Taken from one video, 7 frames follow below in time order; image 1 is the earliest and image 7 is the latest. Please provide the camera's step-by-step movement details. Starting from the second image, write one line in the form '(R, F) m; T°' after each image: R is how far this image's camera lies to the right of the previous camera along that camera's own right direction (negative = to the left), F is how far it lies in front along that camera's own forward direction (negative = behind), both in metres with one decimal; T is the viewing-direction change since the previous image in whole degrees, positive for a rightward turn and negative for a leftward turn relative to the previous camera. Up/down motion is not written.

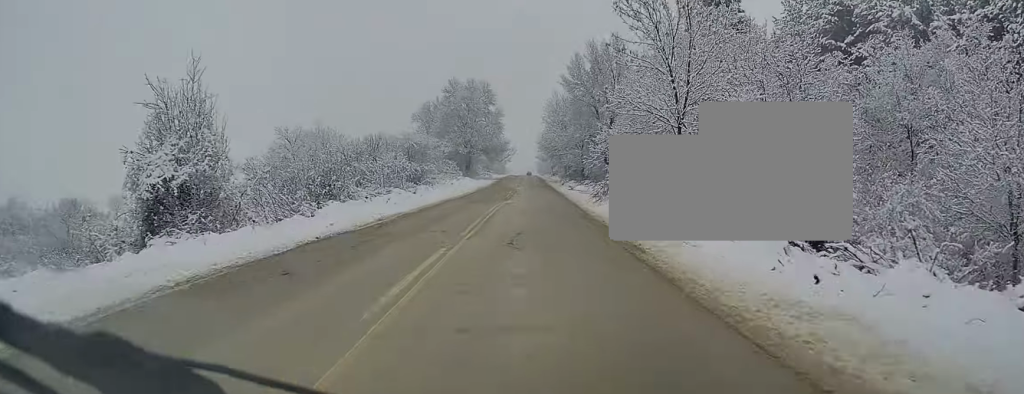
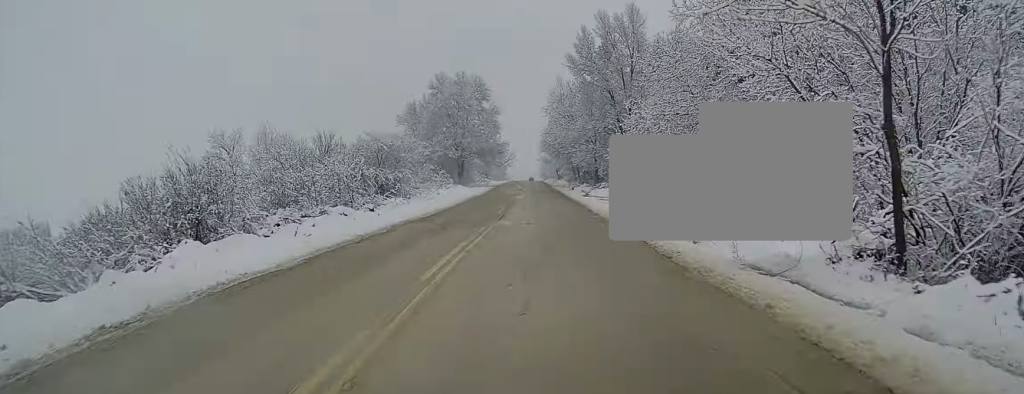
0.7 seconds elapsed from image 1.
(+0.1, +14.9) m; 0°
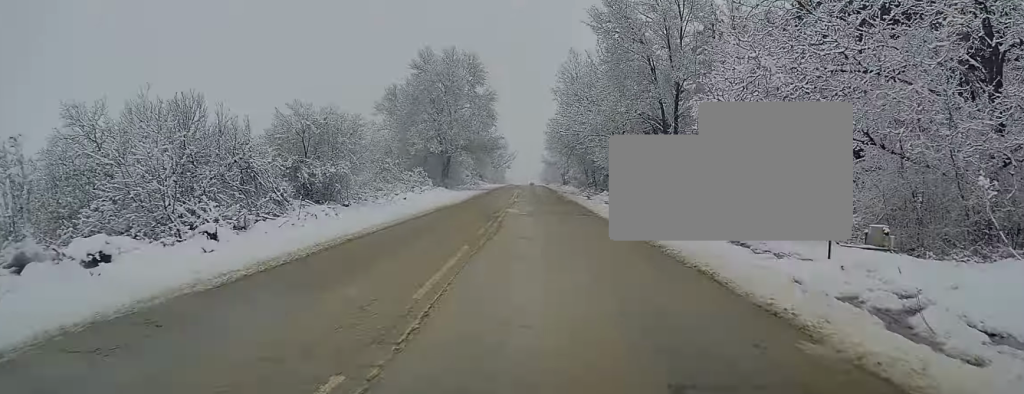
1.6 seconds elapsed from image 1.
(-0.2, +19.2) m; -1°
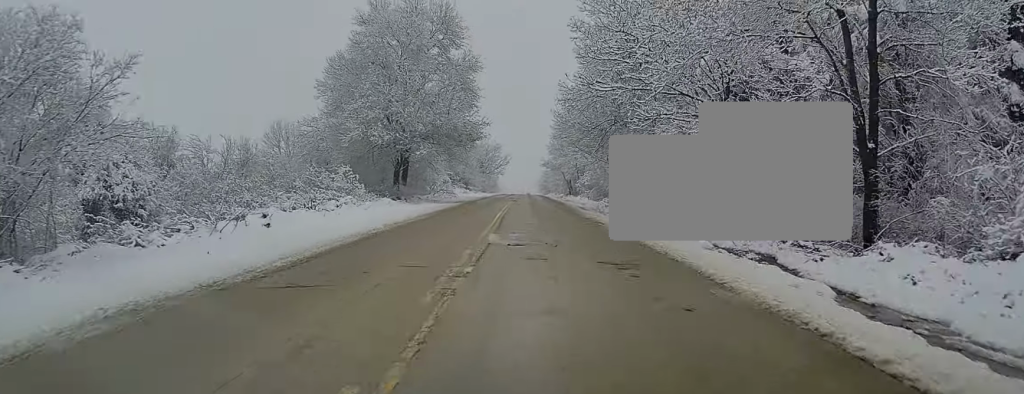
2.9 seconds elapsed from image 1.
(-0.1, +26.9) m; 0°
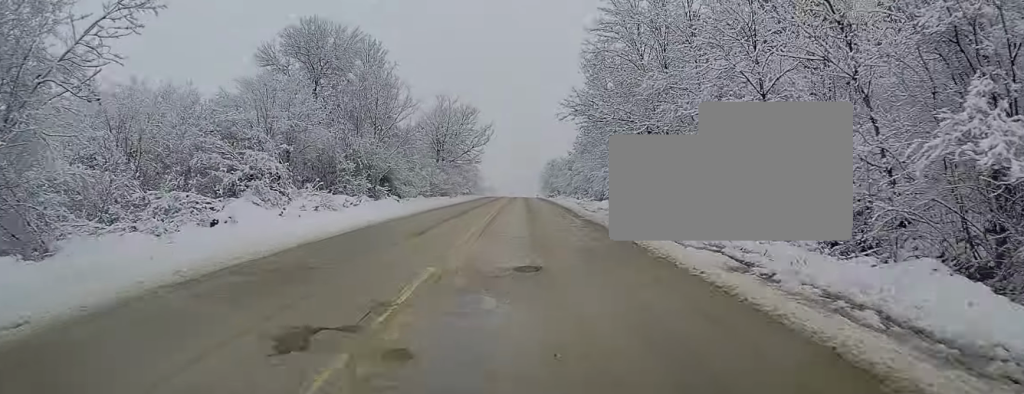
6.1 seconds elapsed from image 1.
(+0.9, +66.0) m; +1°
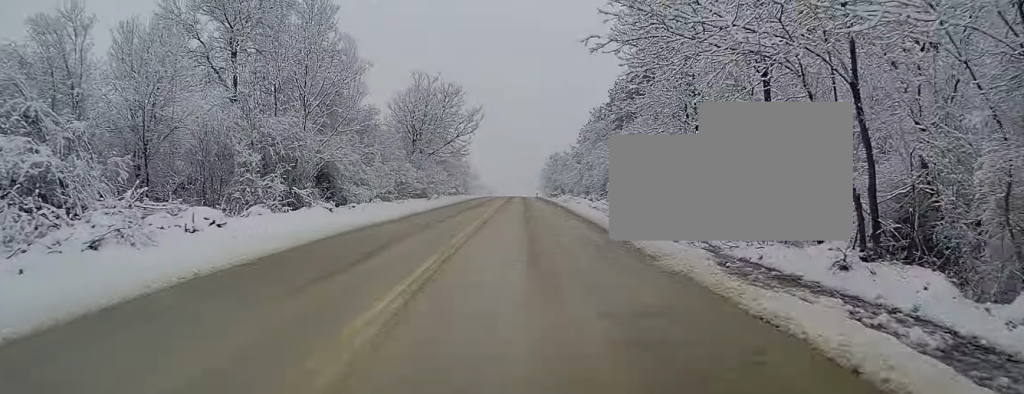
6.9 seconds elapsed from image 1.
(-0.2, +16.5) m; 0°
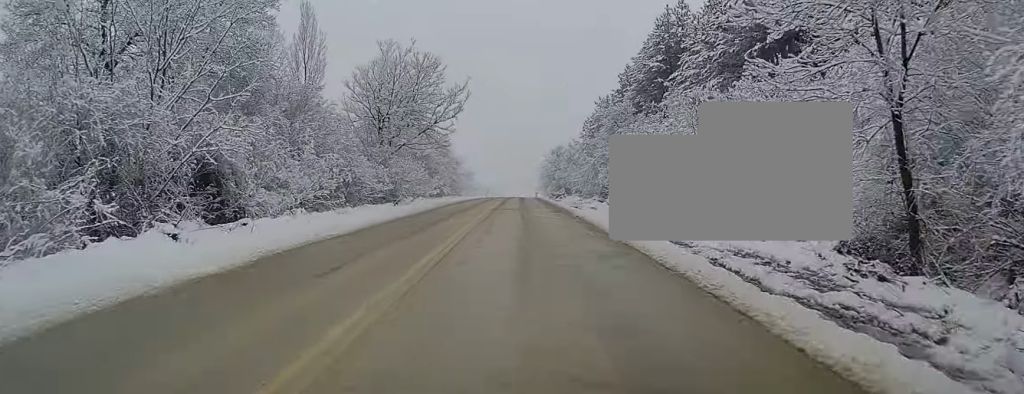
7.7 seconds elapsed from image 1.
(0.0, +14.7) m; 0°
